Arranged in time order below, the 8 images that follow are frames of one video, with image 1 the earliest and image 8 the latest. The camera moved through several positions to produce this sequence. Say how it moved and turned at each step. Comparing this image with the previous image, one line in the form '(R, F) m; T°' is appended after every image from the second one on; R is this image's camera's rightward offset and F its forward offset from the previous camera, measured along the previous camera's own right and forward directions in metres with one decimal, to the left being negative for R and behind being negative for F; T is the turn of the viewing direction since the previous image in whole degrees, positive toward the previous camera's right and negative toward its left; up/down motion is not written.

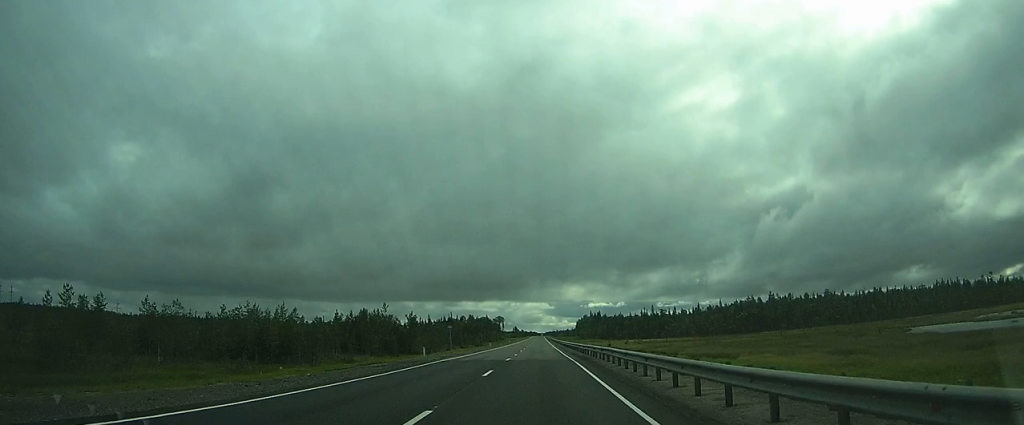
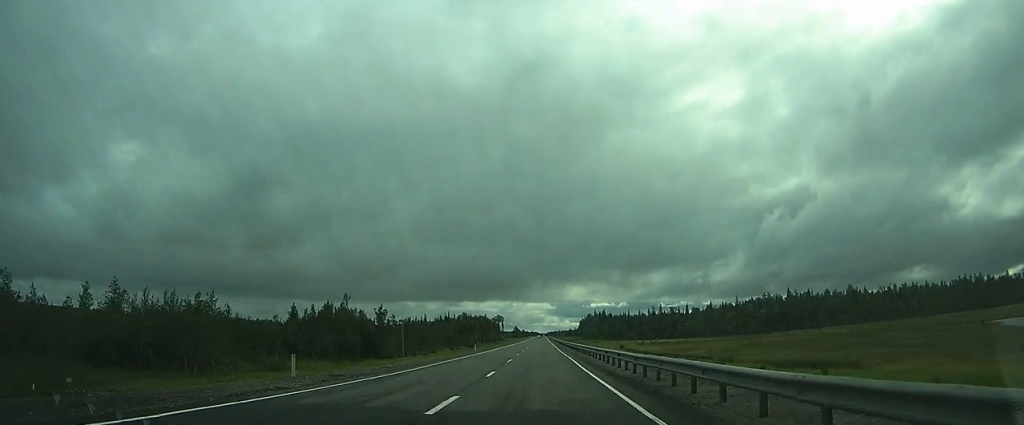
(0.0, +21.7) m; 0°
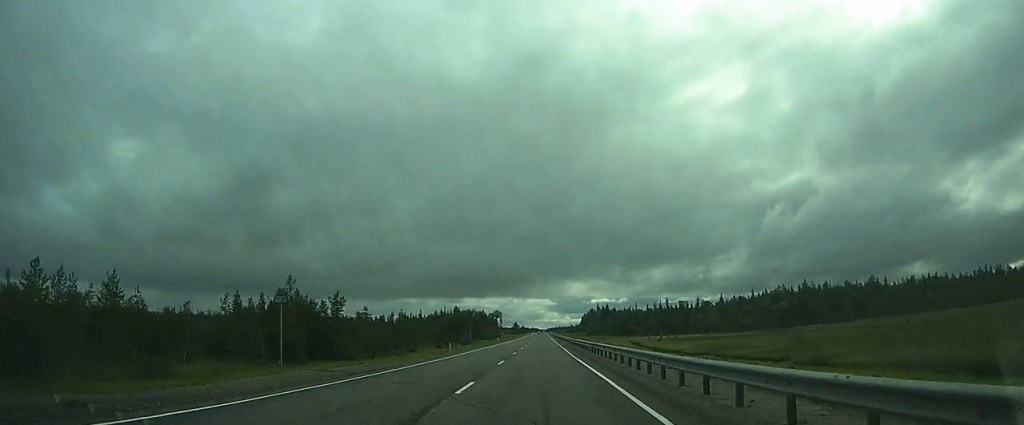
(0.0, +19.1) m; 0°
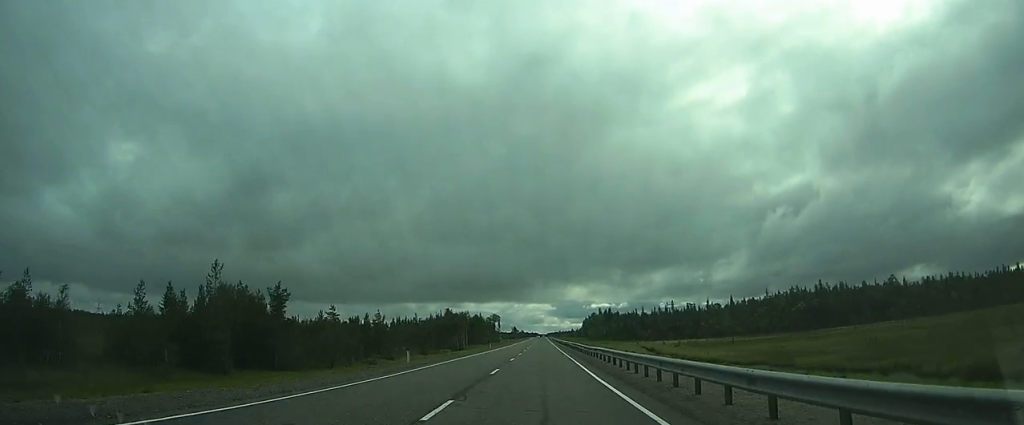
(0.0, +15.7) m; 0°
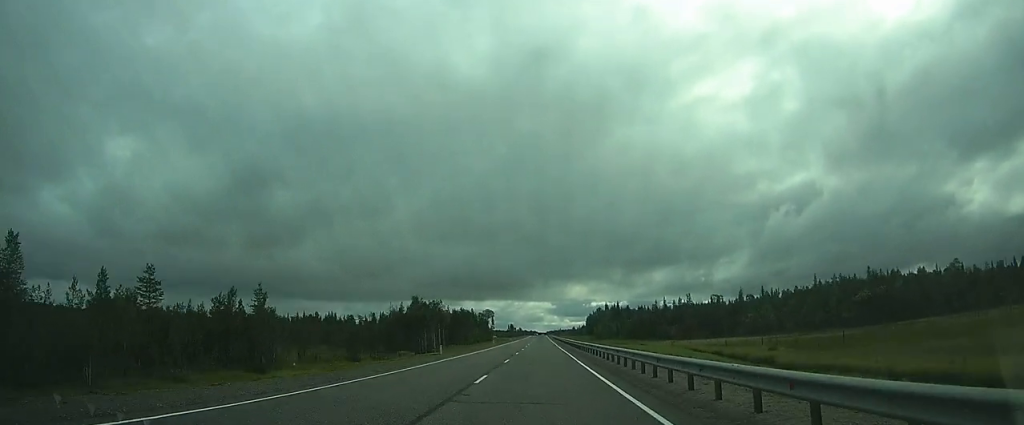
(0.0, +42.0) m; 0°
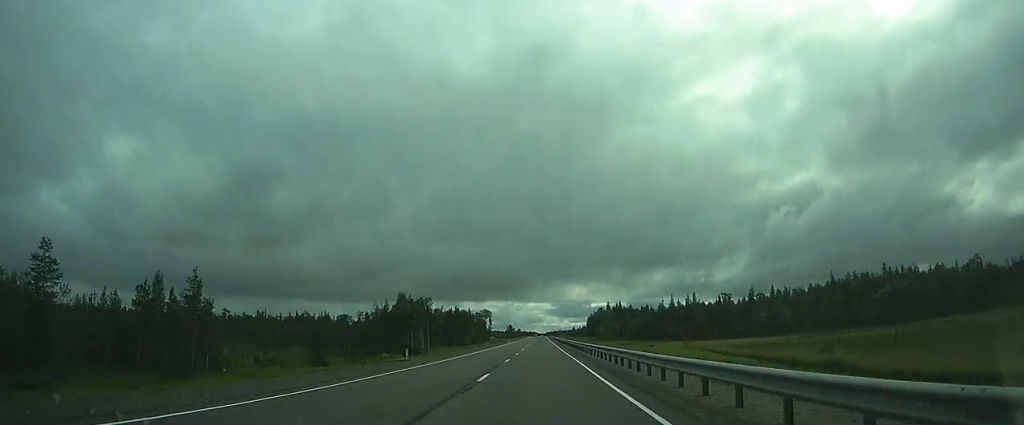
(0.0, +11.4) m; 0°
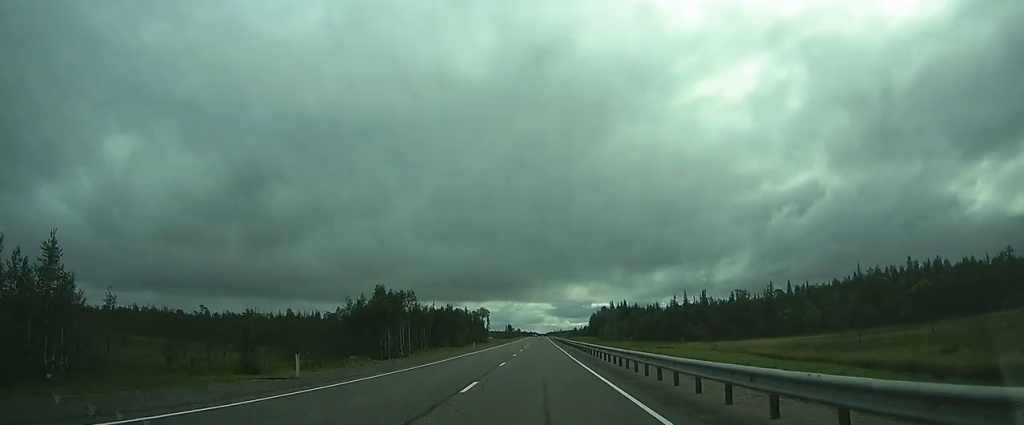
(0.0, +15.8) m; 0°
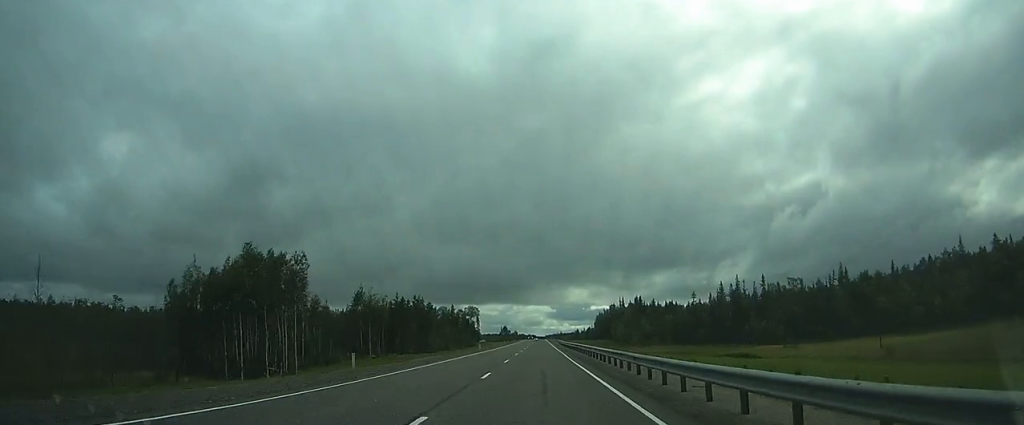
(-0.1, +43.8) m; 0°
